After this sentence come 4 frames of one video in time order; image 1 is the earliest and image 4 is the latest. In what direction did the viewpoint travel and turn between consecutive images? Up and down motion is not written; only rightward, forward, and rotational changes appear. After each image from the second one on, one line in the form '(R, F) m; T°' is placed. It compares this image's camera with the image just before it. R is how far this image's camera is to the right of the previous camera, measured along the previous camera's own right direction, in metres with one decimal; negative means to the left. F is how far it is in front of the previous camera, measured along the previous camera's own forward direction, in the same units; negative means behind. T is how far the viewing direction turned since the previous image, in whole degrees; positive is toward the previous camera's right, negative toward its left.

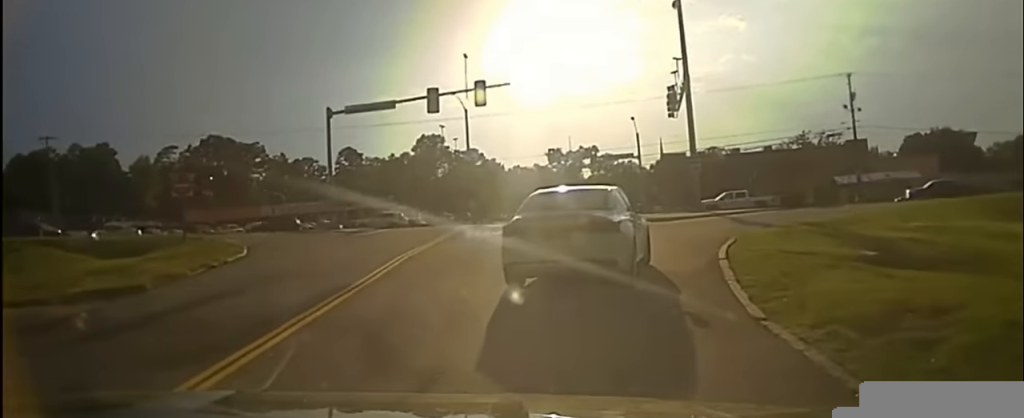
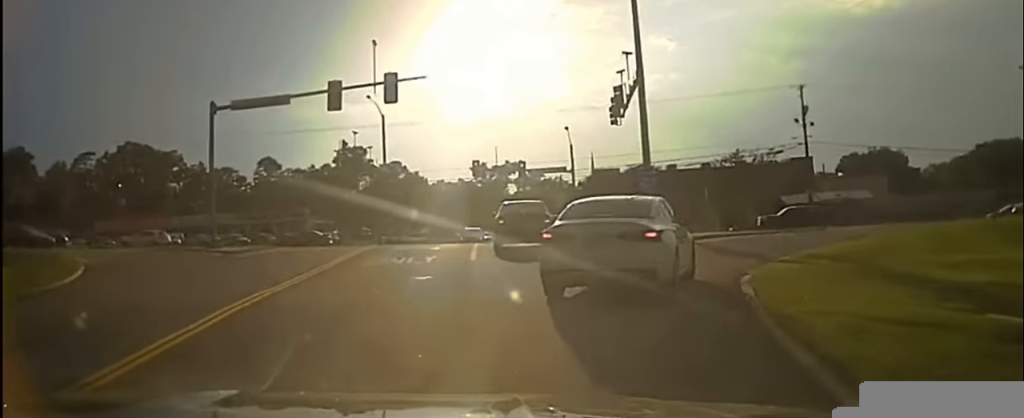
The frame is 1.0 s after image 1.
(0.0, +6.8) m; +3°
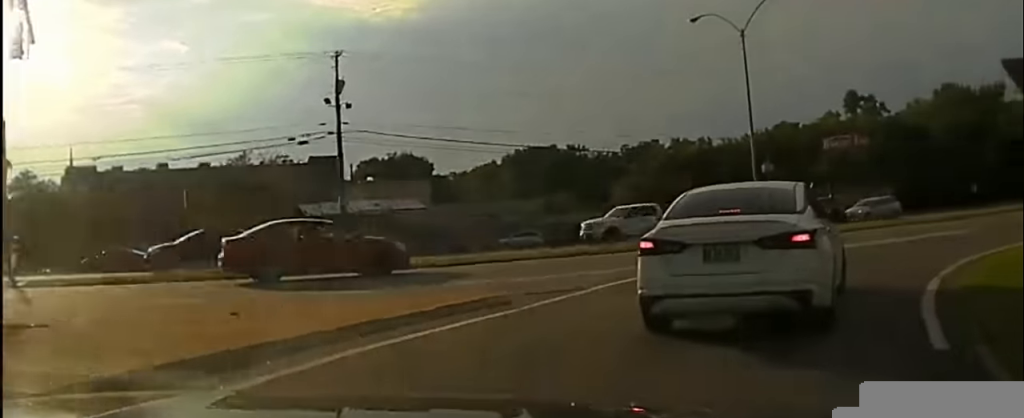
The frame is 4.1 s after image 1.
(+7.0, +20.8) m; +30°
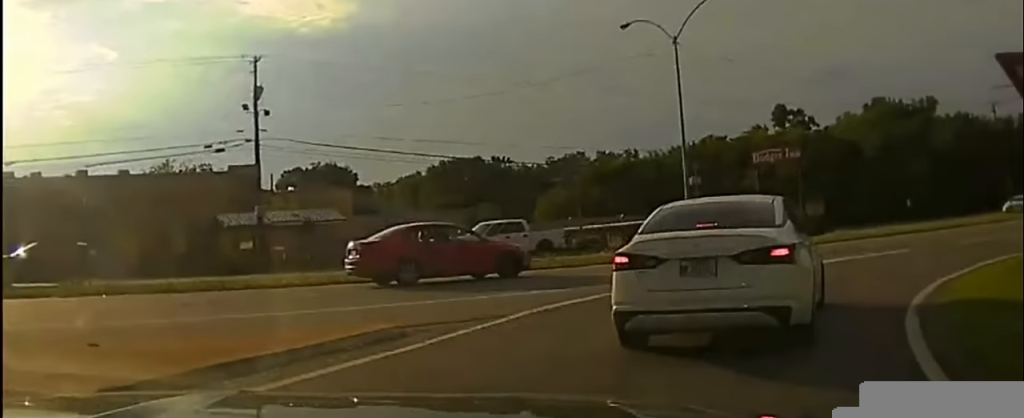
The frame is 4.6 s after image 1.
(0.0, +3.0) m; +5°
